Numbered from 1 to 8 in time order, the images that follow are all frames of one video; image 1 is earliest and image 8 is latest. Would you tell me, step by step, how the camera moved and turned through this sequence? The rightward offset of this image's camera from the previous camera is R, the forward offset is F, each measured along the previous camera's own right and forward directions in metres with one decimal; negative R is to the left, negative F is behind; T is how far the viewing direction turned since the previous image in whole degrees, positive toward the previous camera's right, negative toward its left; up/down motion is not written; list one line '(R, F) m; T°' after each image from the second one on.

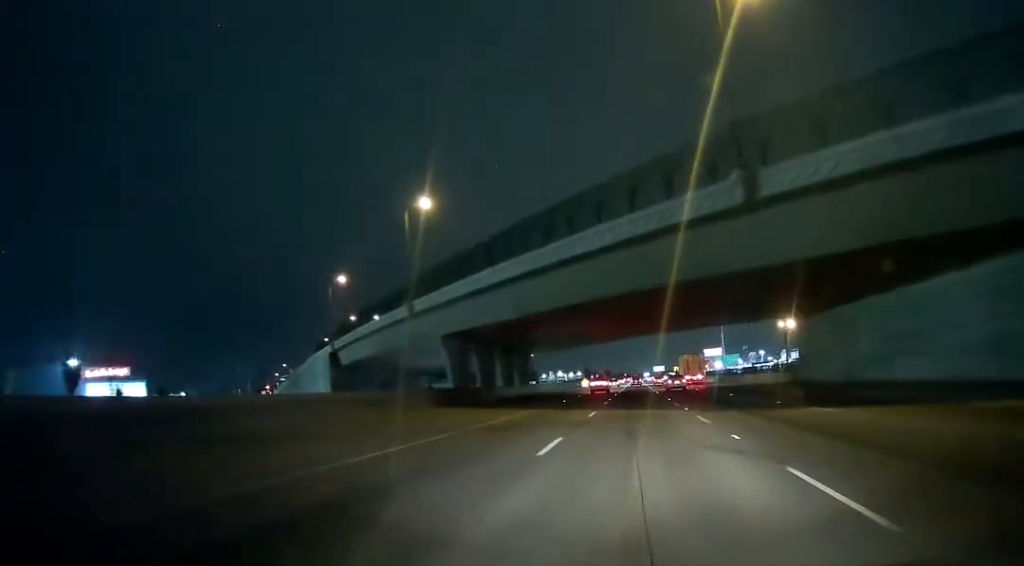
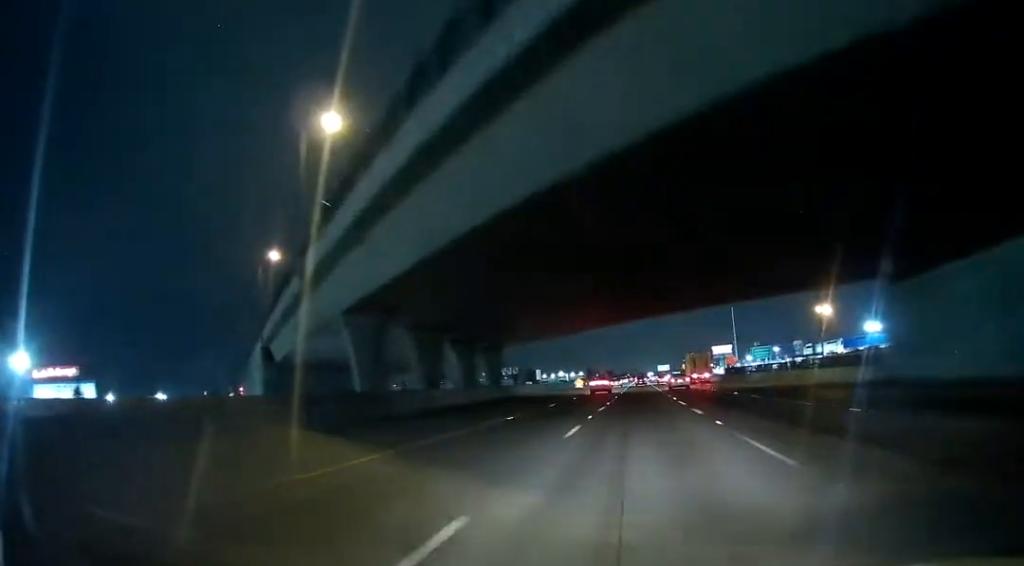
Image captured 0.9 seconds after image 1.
(0.0, +25.2) m; 0°
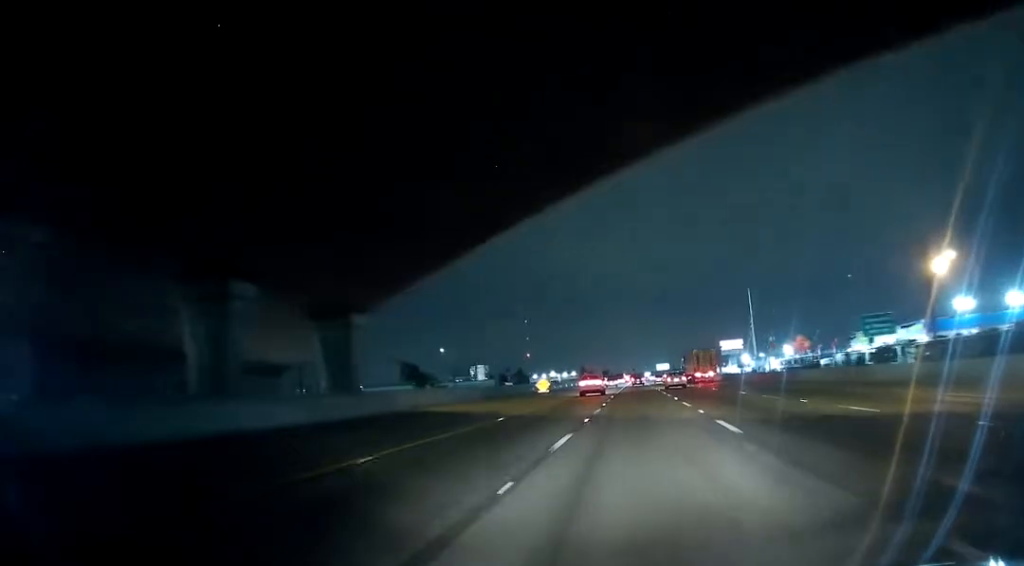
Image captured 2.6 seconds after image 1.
(0.0, +46.7) m; 0°
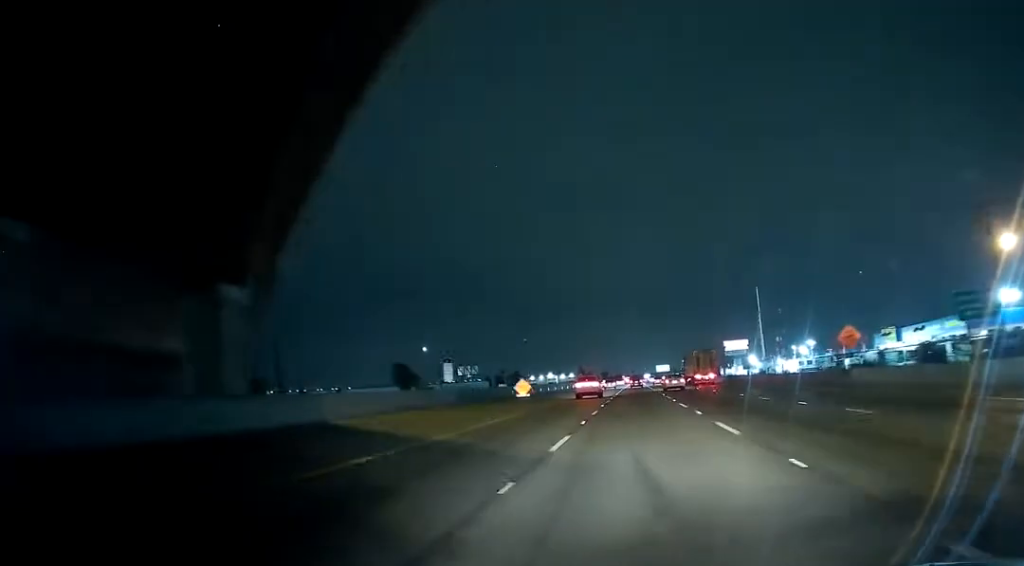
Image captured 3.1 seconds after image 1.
(0.0, +14.5) m; 0°
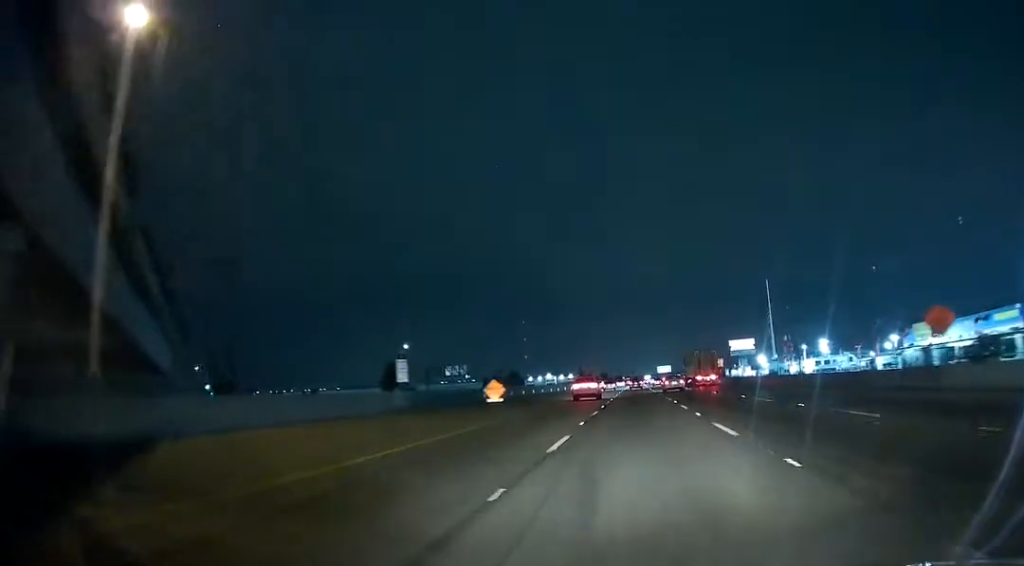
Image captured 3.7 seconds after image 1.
(0.0, +15.2) m; 0°
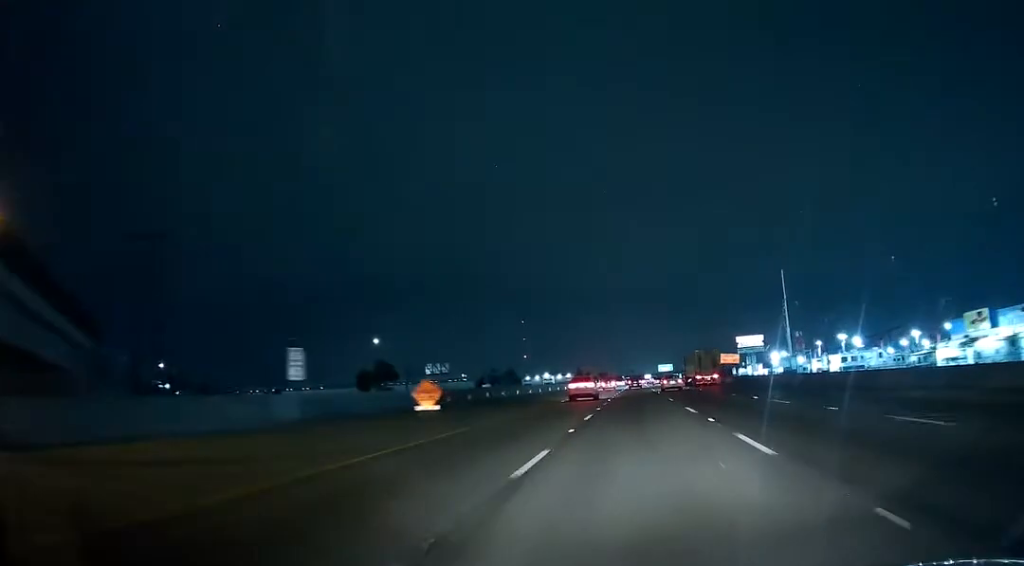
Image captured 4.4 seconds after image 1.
(0.0, +18.5) m; 0°
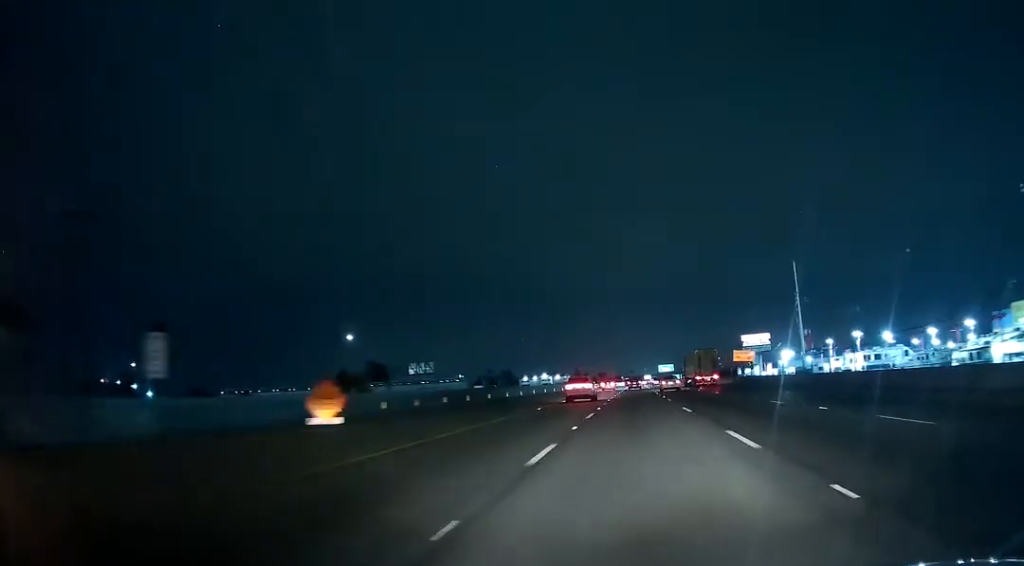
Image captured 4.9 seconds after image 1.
(-0.1, +13.9) m; 0°
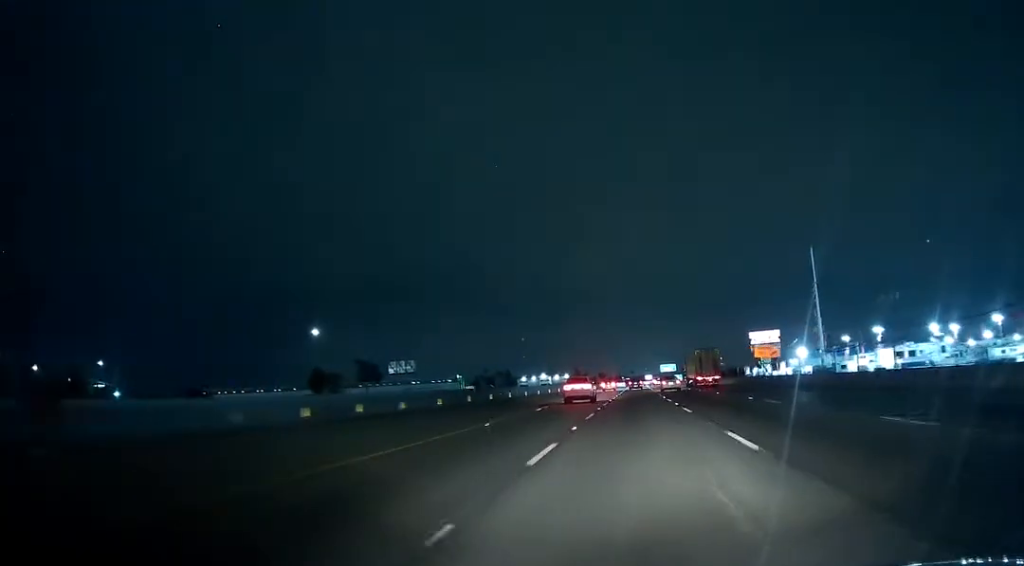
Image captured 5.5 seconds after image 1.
(+0.1, +15.0) m; 0°
